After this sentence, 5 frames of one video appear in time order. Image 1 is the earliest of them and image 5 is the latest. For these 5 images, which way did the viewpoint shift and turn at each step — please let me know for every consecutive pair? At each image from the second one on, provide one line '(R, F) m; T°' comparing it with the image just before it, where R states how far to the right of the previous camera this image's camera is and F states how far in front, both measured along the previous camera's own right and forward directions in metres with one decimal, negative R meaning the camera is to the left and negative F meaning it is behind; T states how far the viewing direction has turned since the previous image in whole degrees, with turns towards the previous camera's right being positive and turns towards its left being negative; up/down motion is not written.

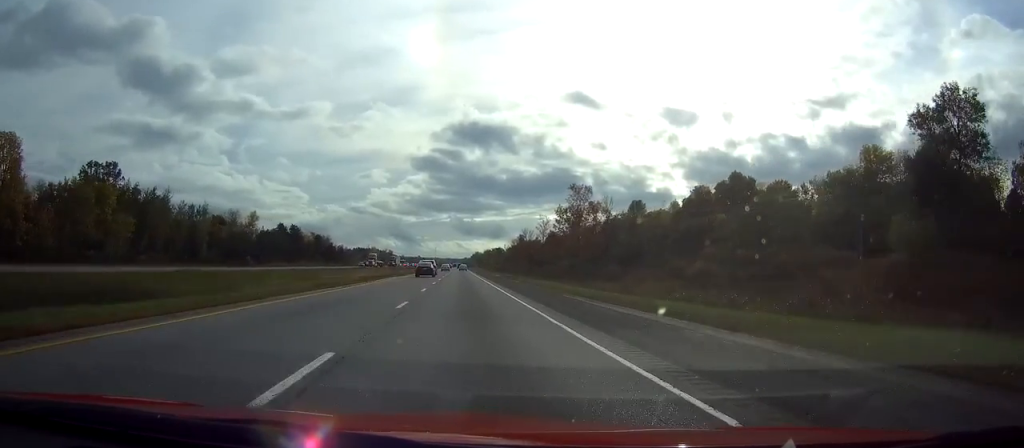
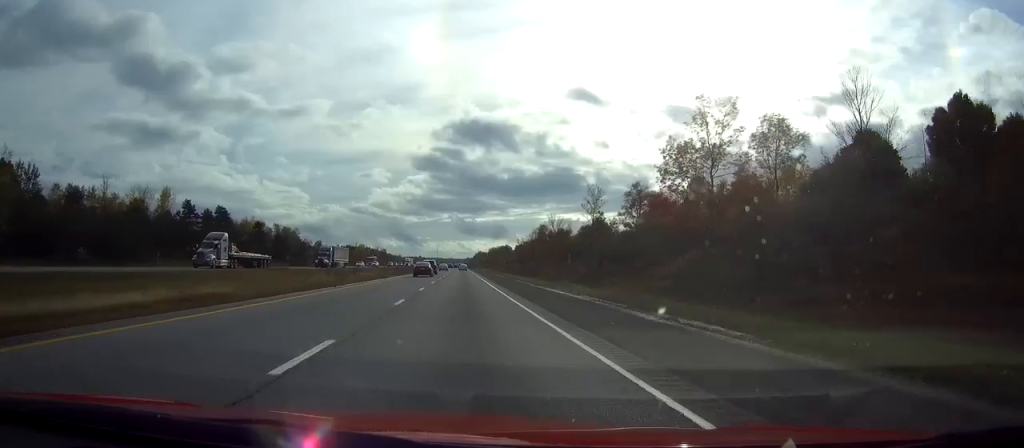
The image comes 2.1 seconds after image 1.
(0.0, +70.4) m; 0°
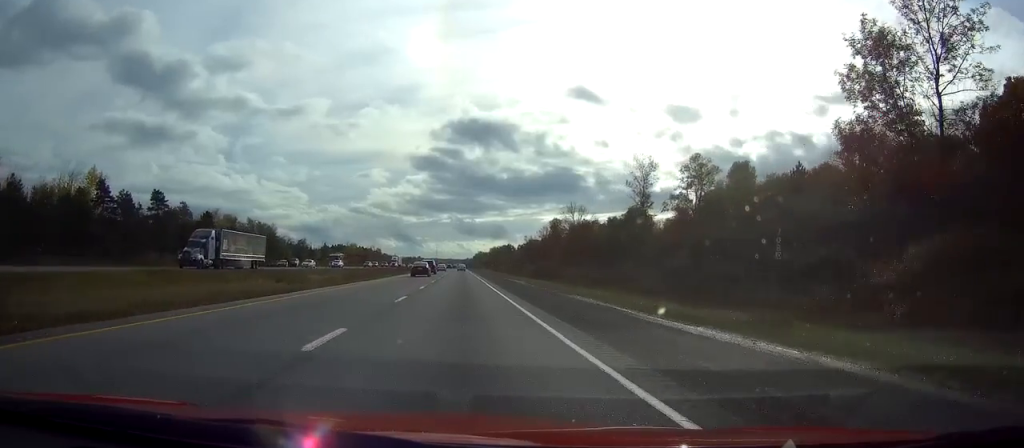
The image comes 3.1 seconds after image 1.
(0.0, +33.9) m; 0°
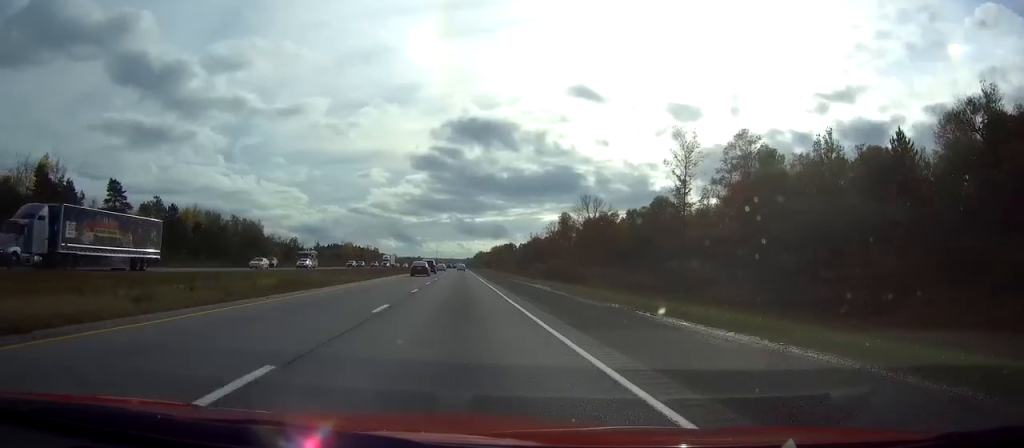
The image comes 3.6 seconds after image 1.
(0.0, +16.9) m; 0°
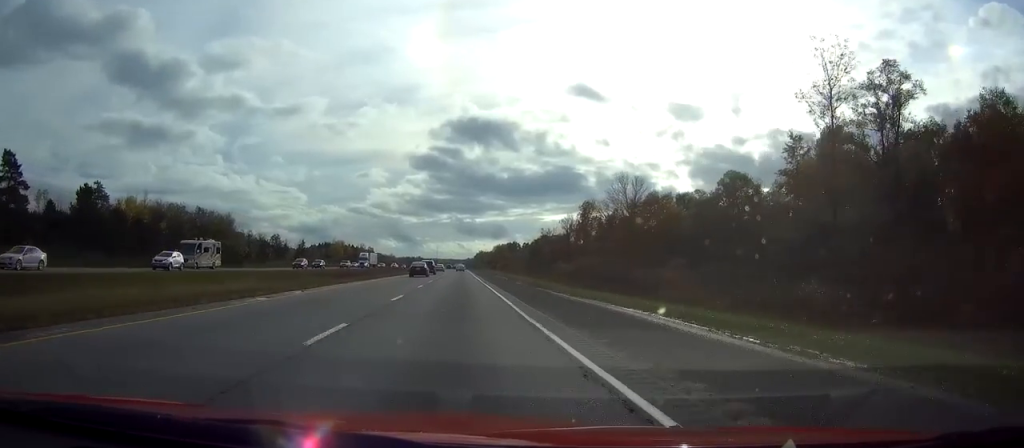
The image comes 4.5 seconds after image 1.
(-0.1, +30.3) m; 0°
